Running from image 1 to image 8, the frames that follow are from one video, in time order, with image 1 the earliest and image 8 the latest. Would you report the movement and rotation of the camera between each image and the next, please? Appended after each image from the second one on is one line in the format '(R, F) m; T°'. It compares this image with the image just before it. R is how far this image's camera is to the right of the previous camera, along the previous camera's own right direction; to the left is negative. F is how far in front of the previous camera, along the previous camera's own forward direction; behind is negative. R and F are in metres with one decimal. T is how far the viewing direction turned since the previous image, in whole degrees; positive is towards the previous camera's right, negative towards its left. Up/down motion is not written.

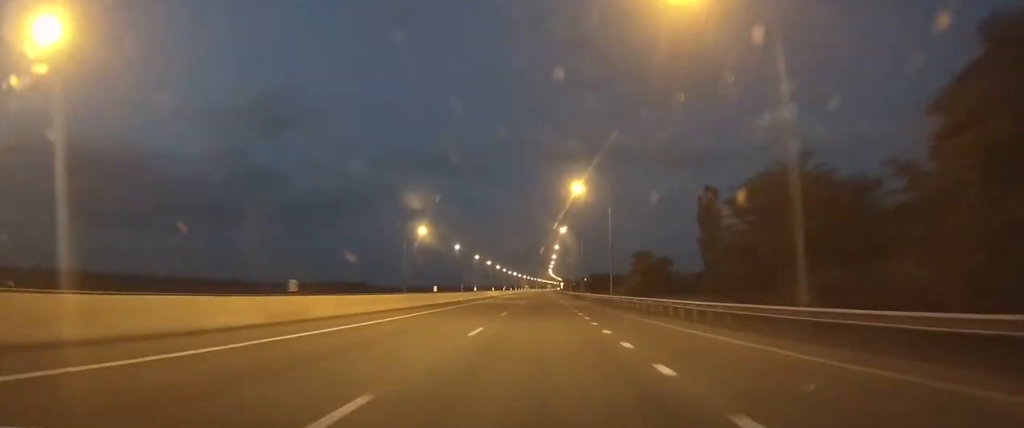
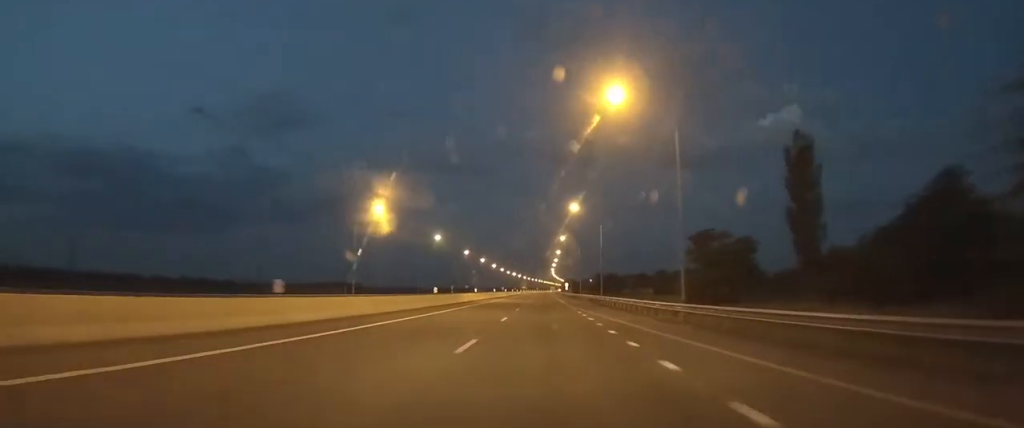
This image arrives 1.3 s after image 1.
(+0.2, +28.2) m; 0°
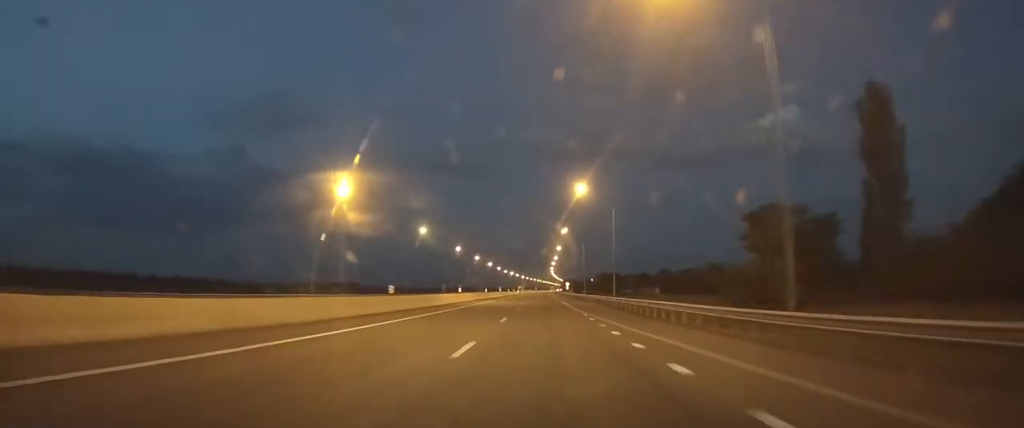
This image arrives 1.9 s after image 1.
(0.0, +13.0) m; 0°
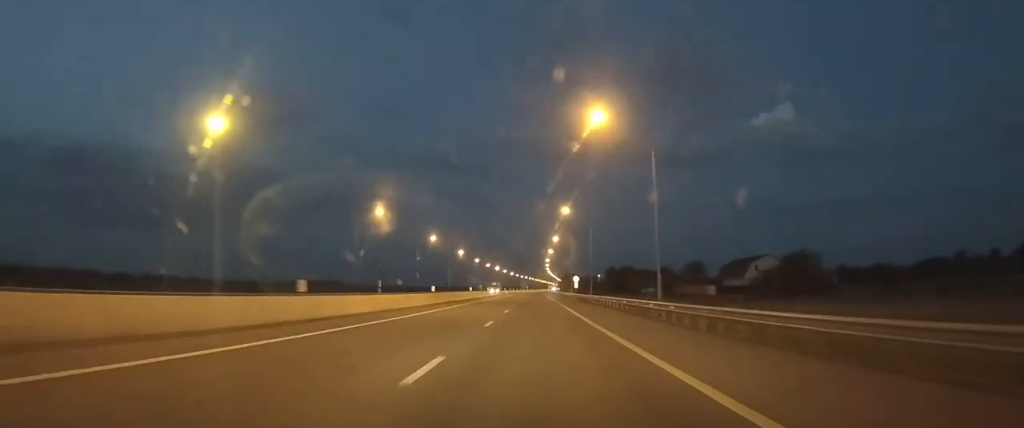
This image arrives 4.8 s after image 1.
(+0.7, +64.0) m; +1°
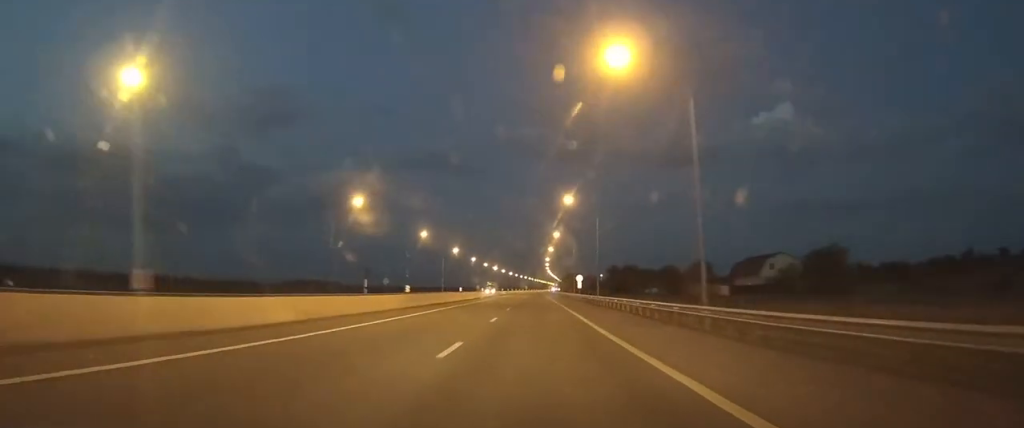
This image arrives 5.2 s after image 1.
(0.0, +8.9) m; 0°
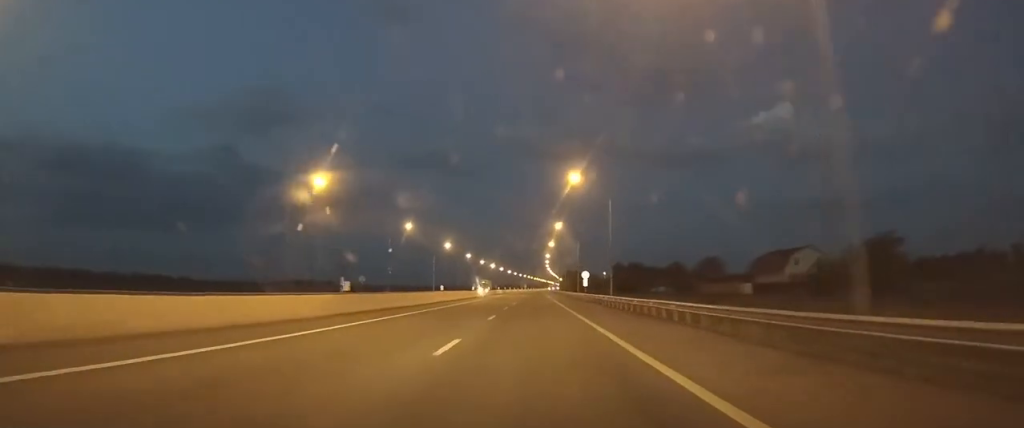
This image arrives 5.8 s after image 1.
(0.0, +12.1) m; 0°
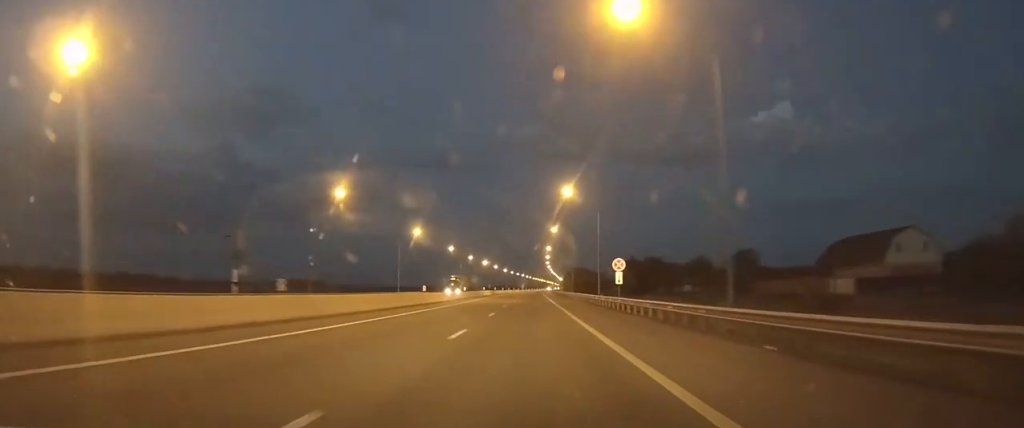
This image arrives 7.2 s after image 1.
(-0.1, +32.7) m; 0°
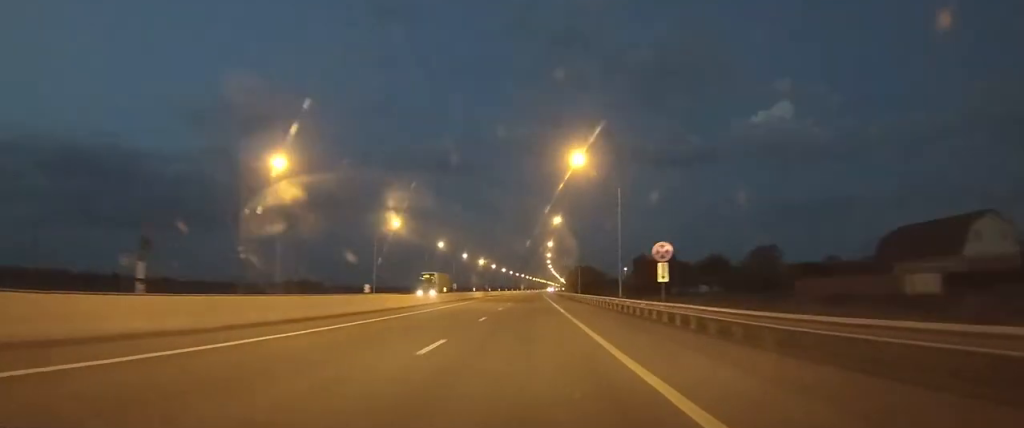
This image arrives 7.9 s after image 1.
(0.0, +15.4) m; 0°
